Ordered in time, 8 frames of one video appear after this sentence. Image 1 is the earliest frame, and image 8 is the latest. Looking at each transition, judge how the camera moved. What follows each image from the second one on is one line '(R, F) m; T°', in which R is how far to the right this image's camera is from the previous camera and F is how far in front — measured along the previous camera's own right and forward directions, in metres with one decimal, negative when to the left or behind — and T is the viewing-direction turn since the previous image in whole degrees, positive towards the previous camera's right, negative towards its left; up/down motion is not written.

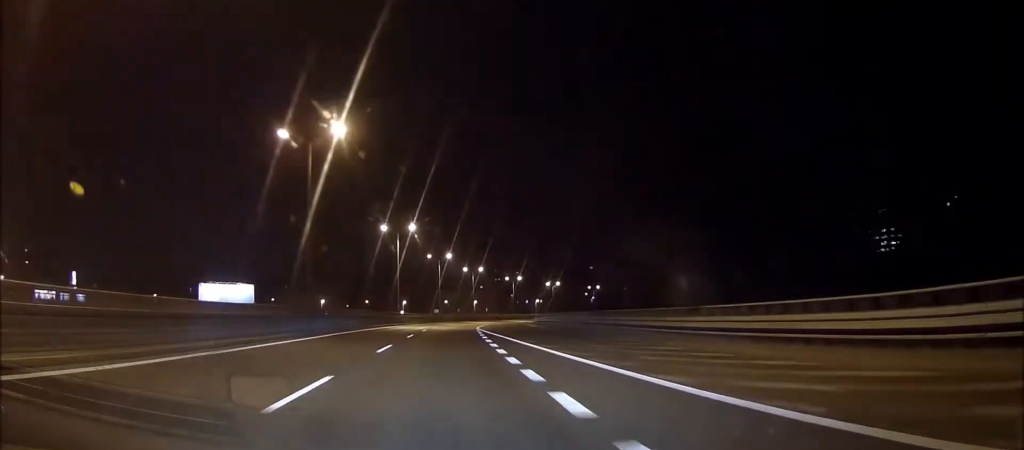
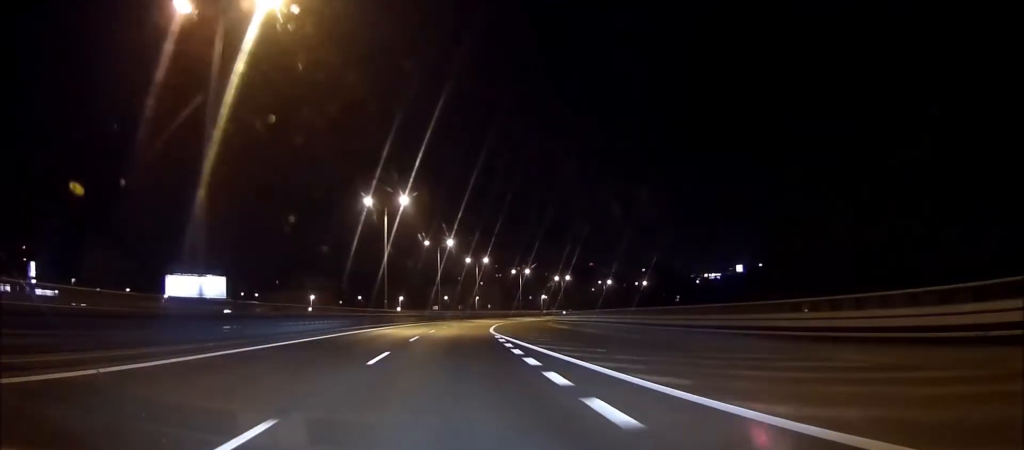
(+0.2, +16.4) m; +2°
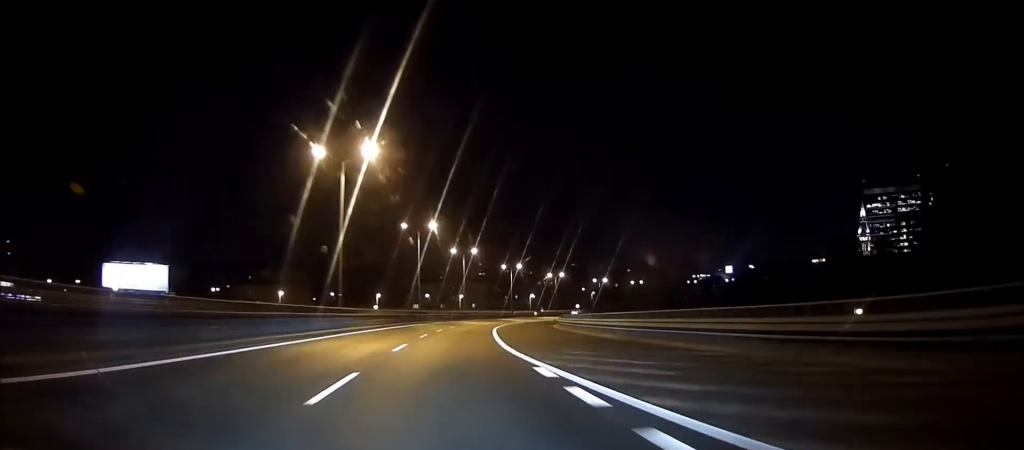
(+0.3, +17.9) m; +3°
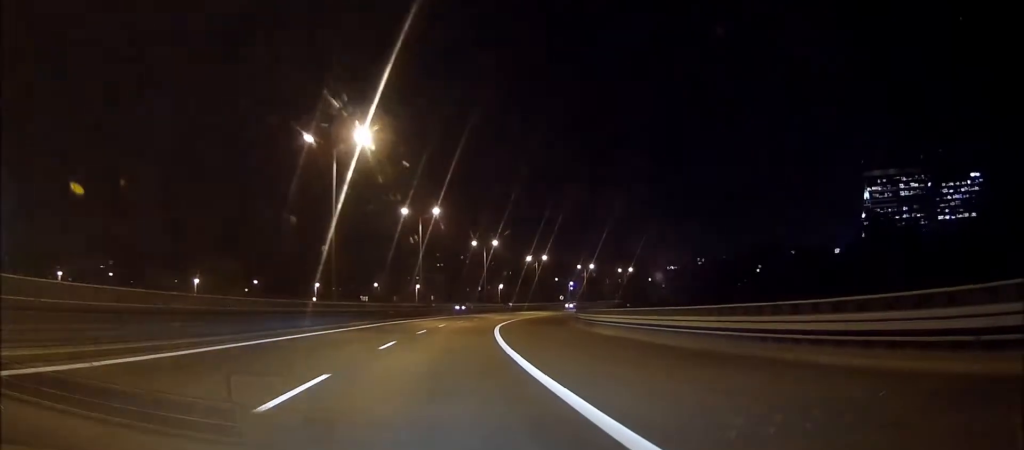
(+1.9, +36.3) m; +7°
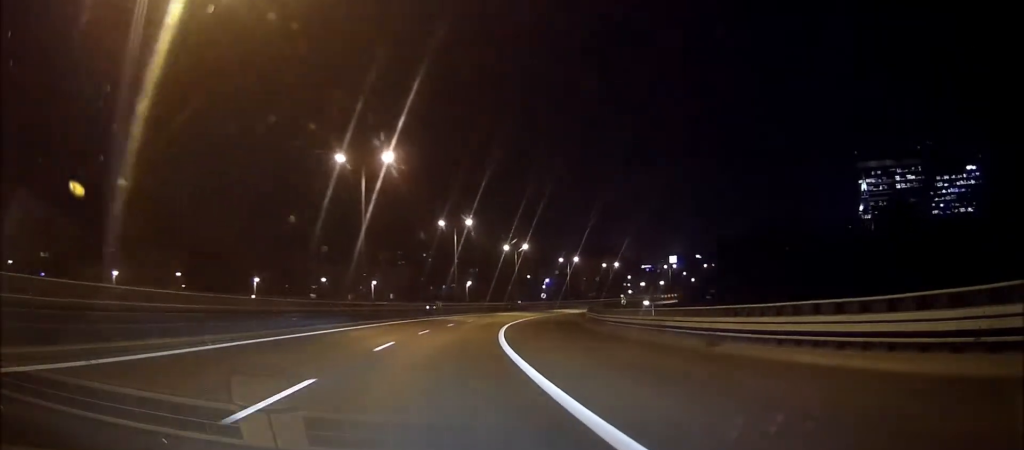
(+1.1, +24.4) m; +5°
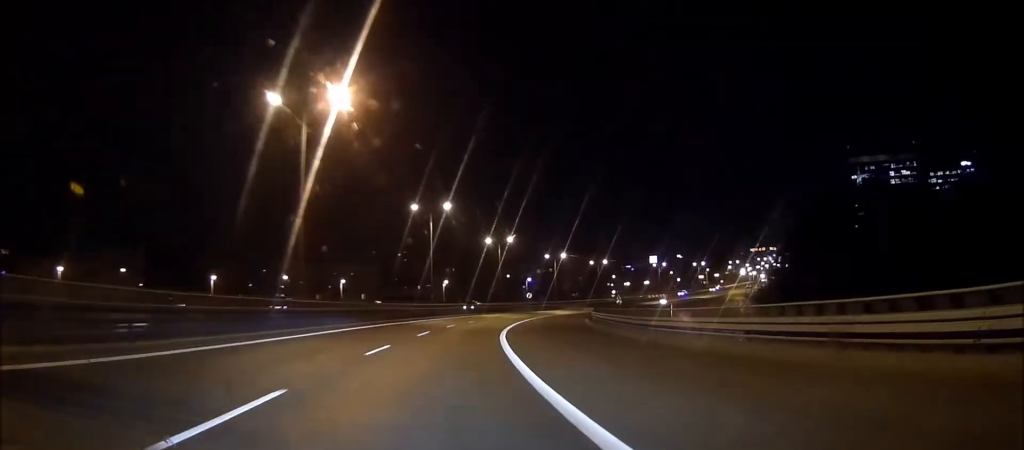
(+0.3, +13.3) m; +2°
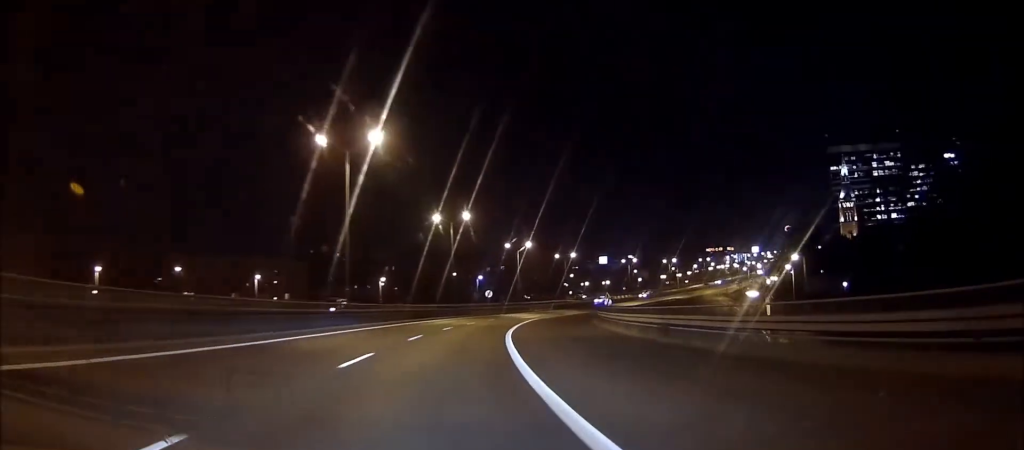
(+0.9, +27.0) m; +4°
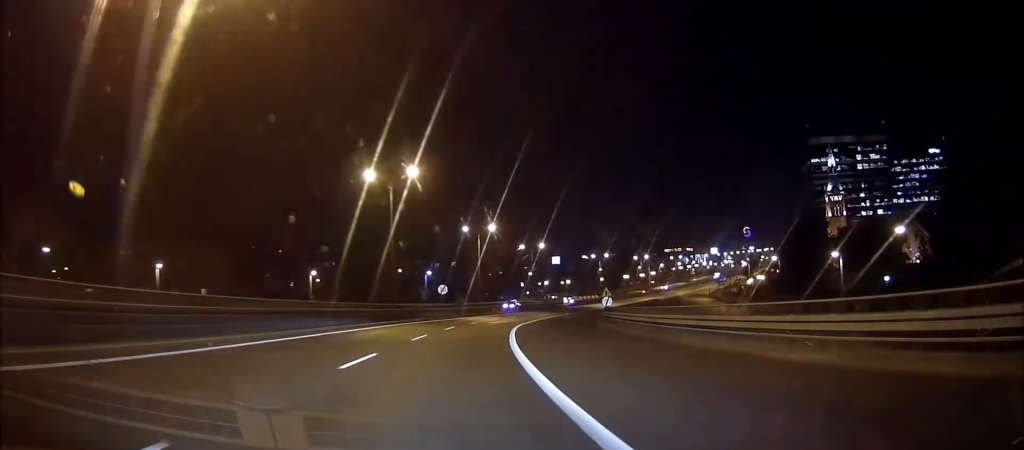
(+0.8, +23.3) m; +5°
